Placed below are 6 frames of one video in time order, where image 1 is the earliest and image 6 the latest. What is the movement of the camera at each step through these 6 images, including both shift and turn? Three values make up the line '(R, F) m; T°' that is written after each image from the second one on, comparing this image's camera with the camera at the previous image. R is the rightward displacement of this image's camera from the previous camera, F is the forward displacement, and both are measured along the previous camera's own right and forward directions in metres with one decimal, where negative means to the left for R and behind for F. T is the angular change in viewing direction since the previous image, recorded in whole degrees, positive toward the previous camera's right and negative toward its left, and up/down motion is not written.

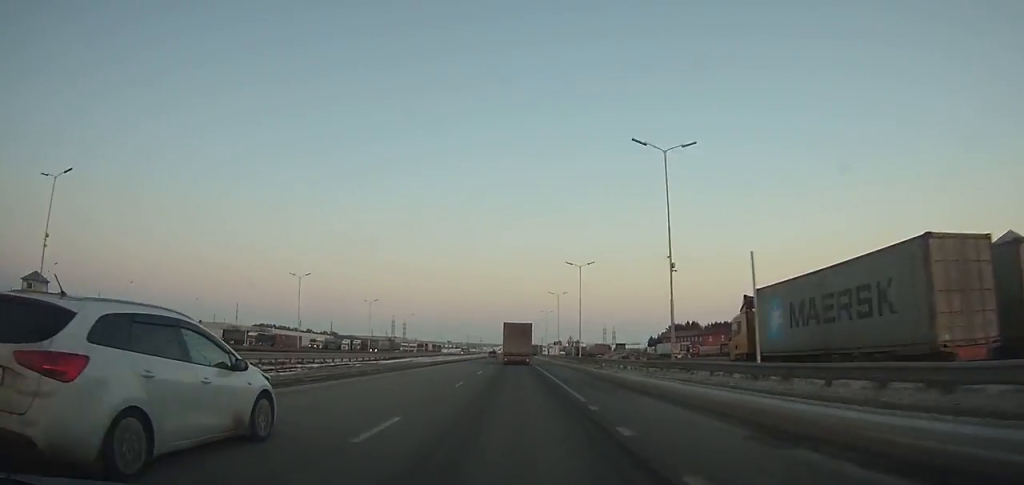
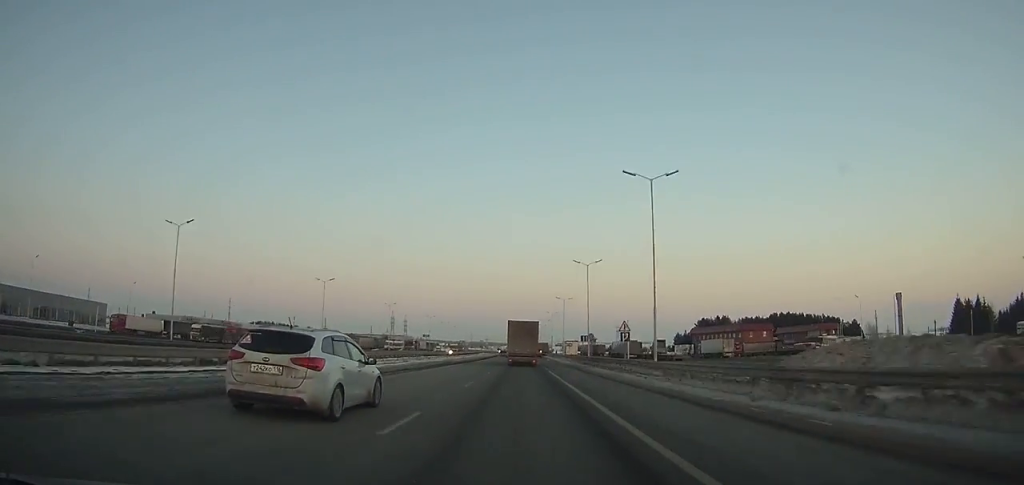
(-0.4, +35.6) m; -1°
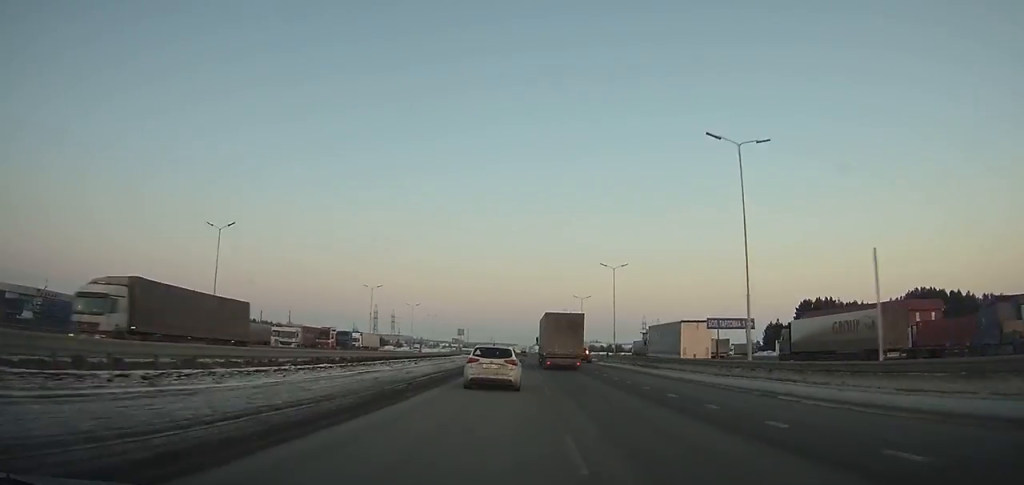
(-0.5, +87.9) m; 0°
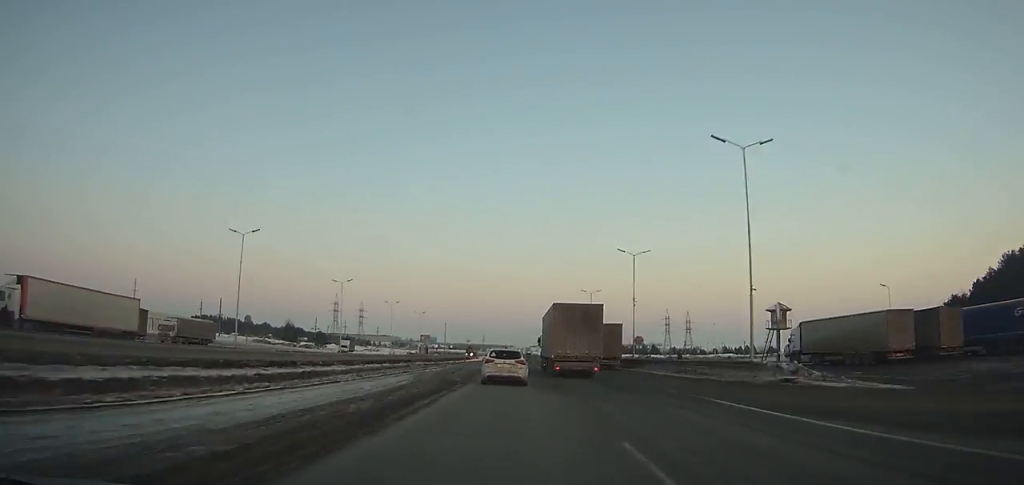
(0.0, +85.6) m; 0°
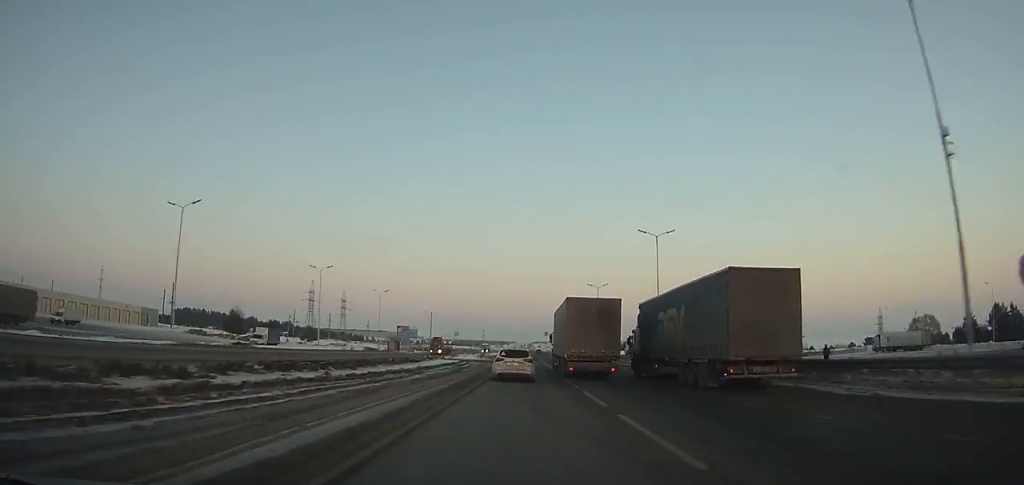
(-0.2, +46.5) m; 0°
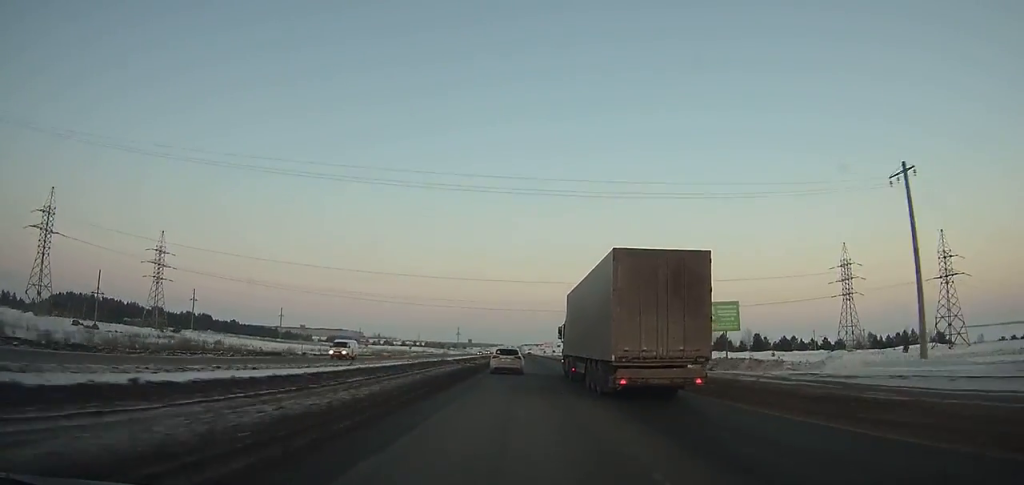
(+2.0, +183.3) m; +1°
